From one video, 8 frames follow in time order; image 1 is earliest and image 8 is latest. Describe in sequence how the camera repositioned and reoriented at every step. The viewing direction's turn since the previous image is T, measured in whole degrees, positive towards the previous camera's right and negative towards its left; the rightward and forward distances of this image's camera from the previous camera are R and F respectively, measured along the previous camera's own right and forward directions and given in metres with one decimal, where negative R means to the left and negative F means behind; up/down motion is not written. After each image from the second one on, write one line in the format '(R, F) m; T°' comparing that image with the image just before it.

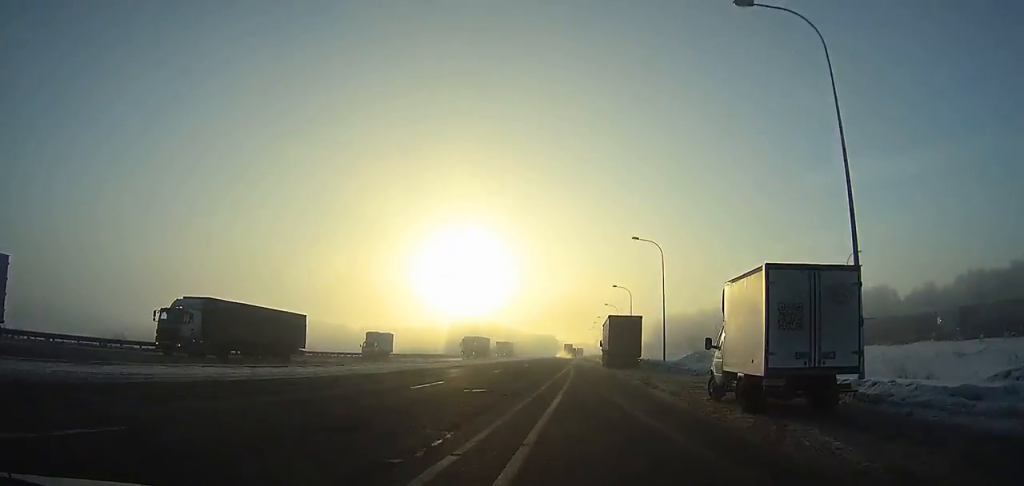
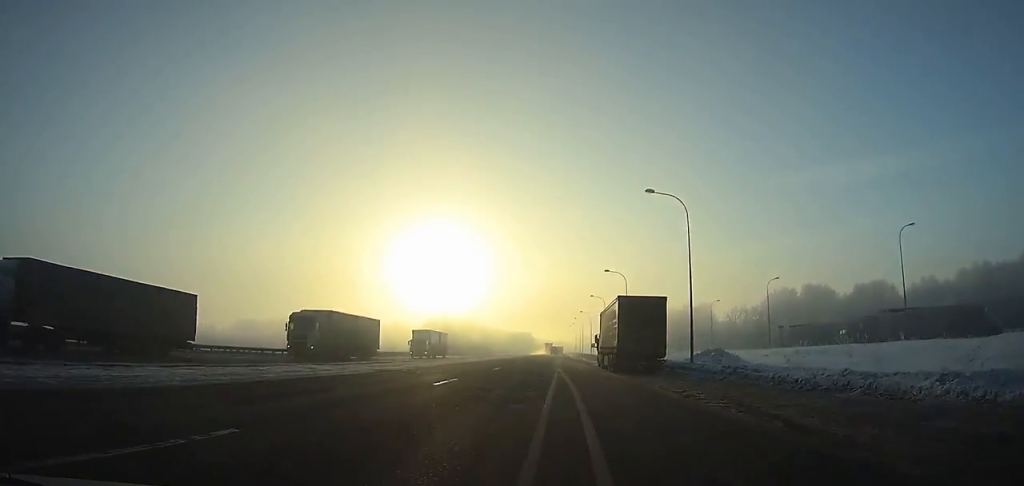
(+0.5, +15.9) m; +3°
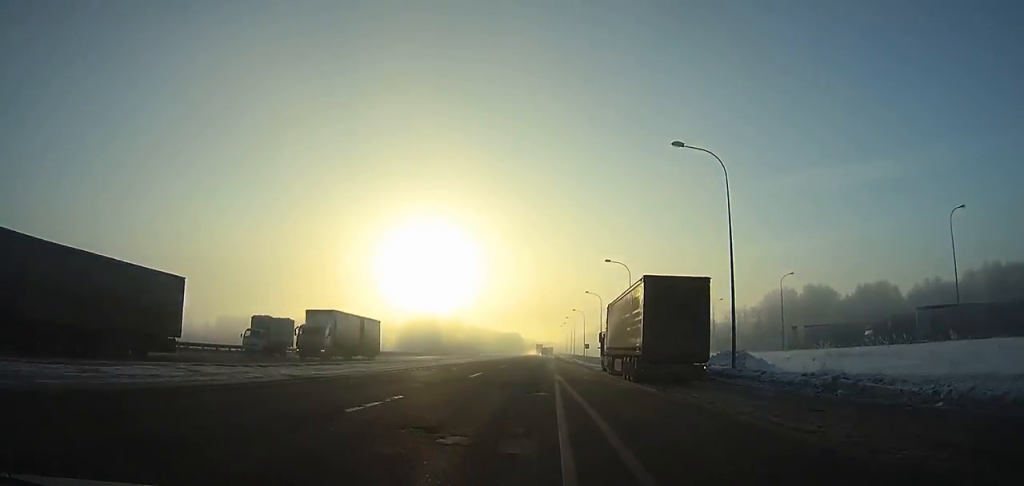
(+0.1, +9.4) m; +1°
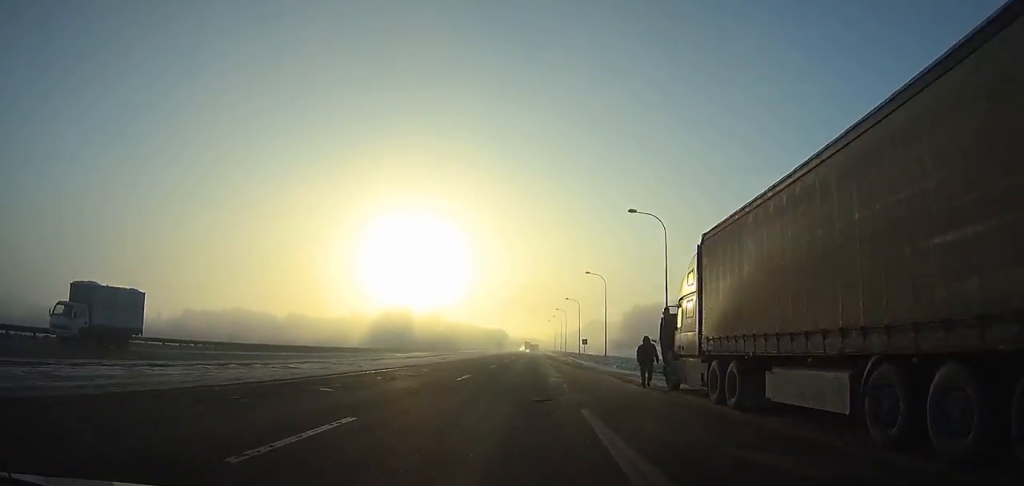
(+0.4, +22.0) m; +2°
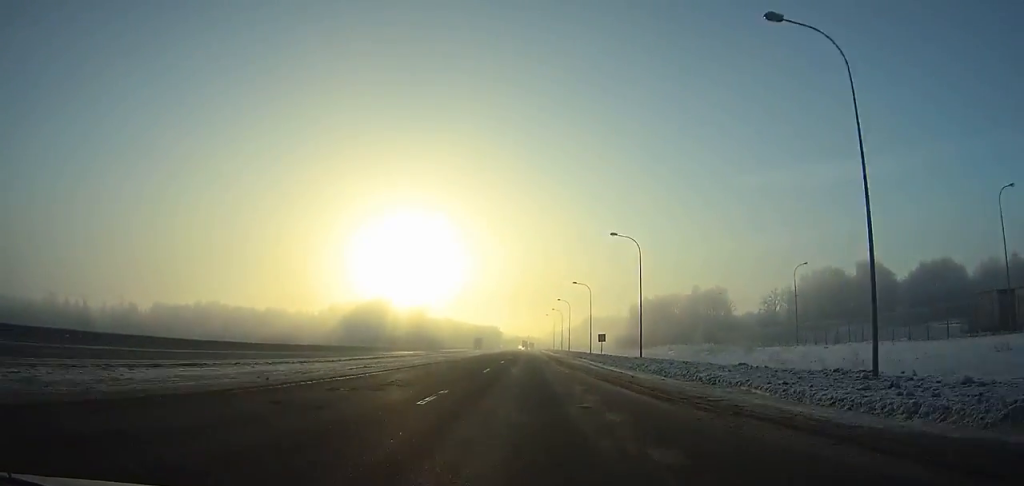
(+0.5, +26.2) m; +2°
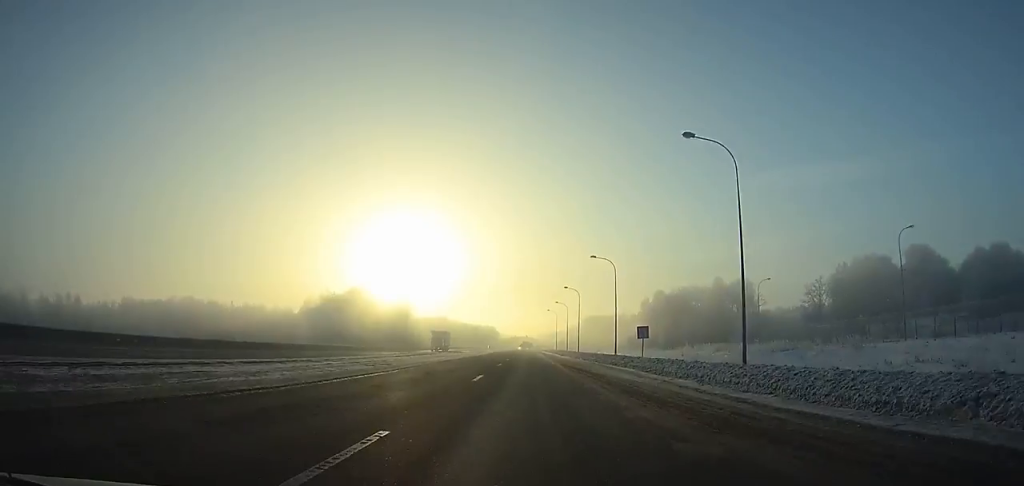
(+0.3, +25.2) m; 0°
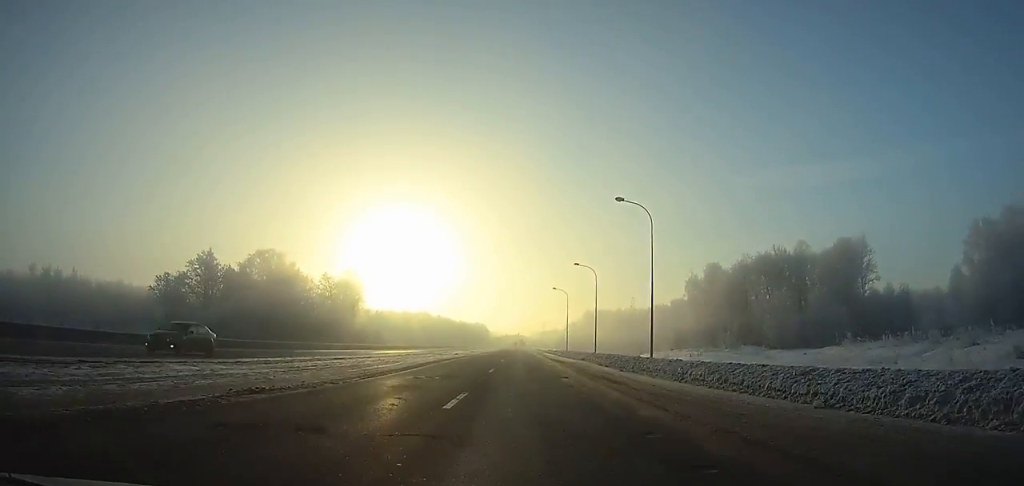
(+0.1, +59.5) m; 0°
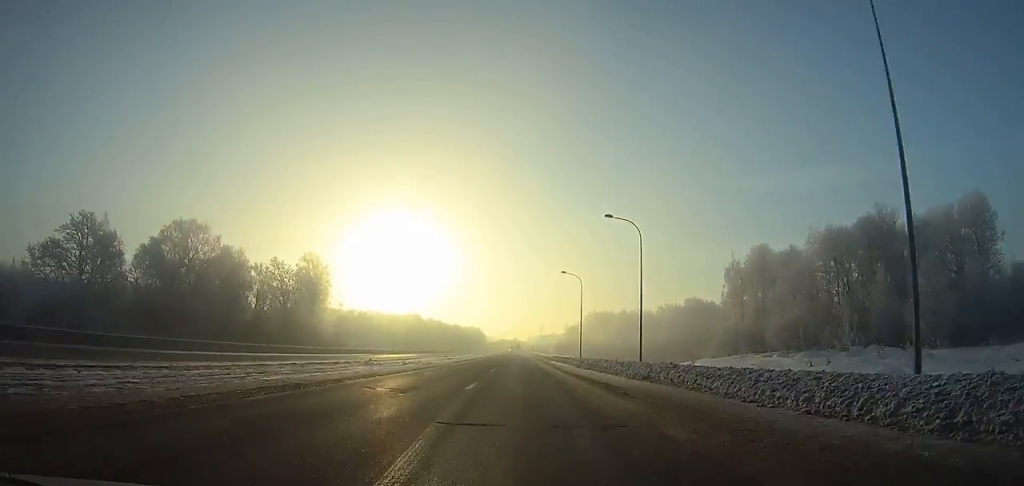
(+0.1, +28.5) m; 0°
